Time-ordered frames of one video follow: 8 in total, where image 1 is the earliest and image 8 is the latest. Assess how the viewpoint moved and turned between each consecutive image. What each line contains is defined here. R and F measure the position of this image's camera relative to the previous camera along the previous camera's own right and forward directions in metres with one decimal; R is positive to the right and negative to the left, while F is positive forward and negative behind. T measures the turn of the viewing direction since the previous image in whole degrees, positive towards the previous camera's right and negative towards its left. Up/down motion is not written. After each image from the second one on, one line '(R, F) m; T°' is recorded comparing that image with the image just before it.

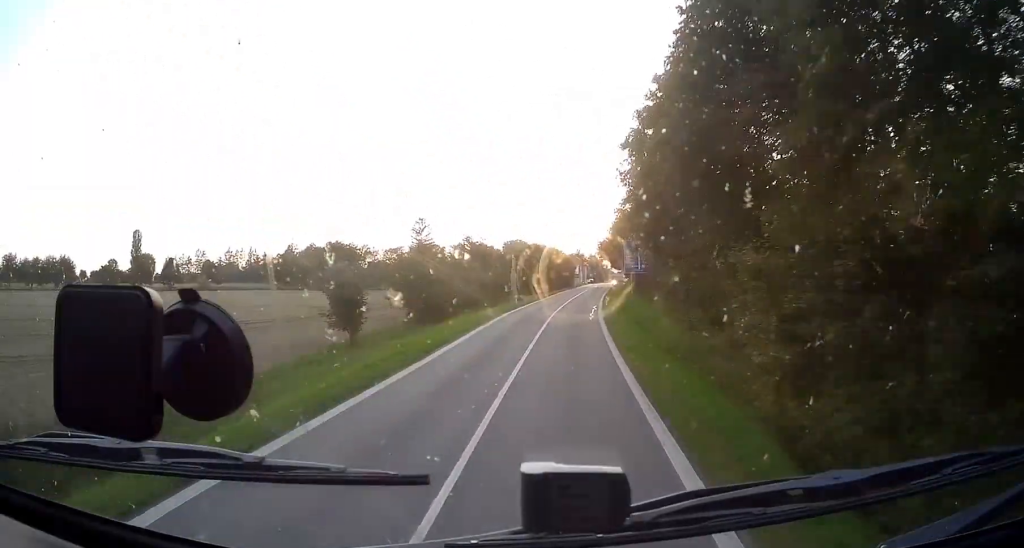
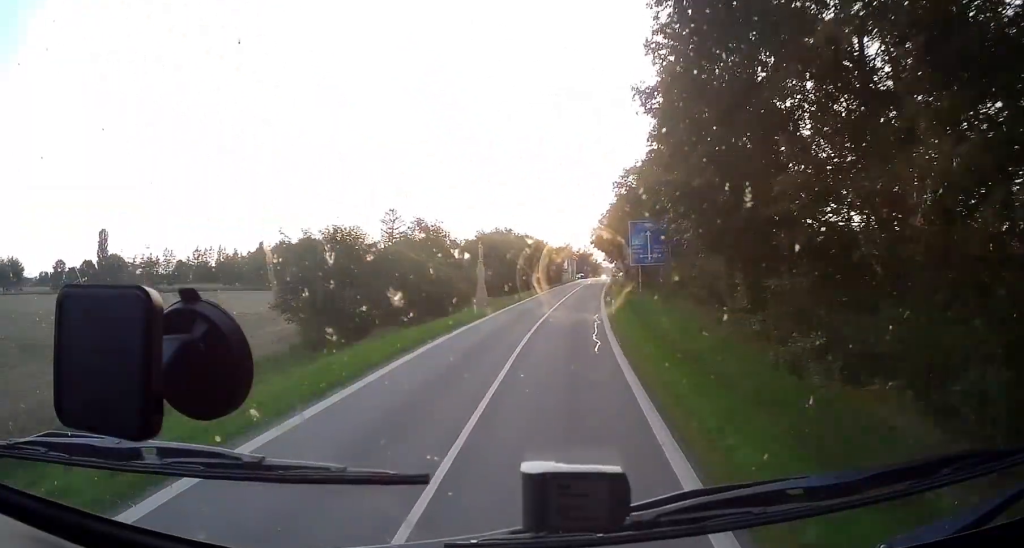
(-1.2, +17.5) m; +1°
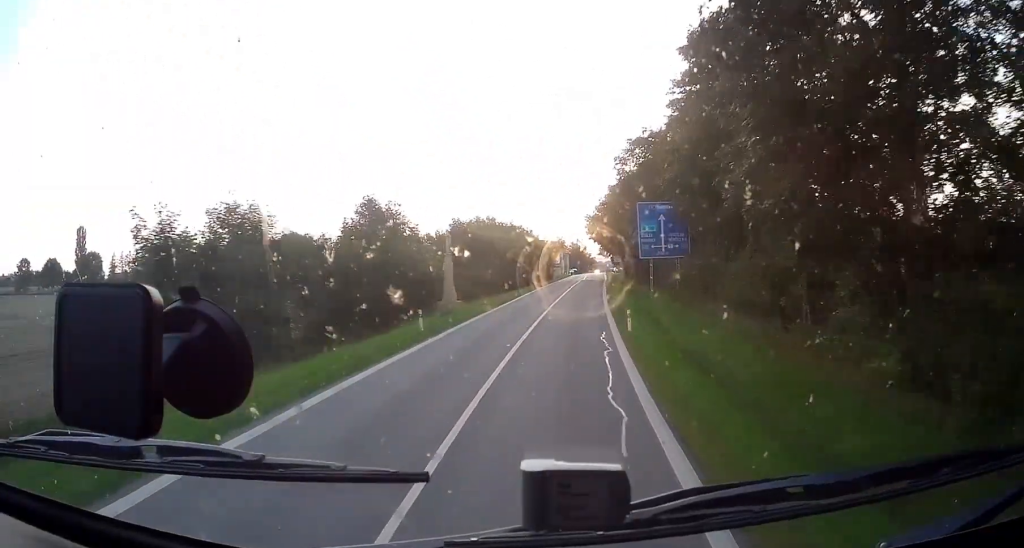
(+0.6, +10.8) m; +1°
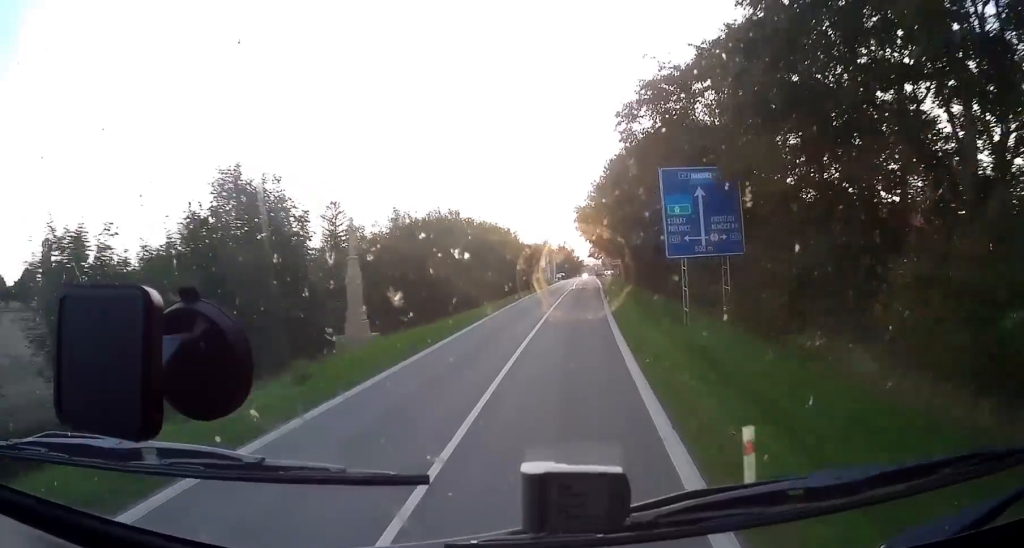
(+0.7, +15.8) m; +2°
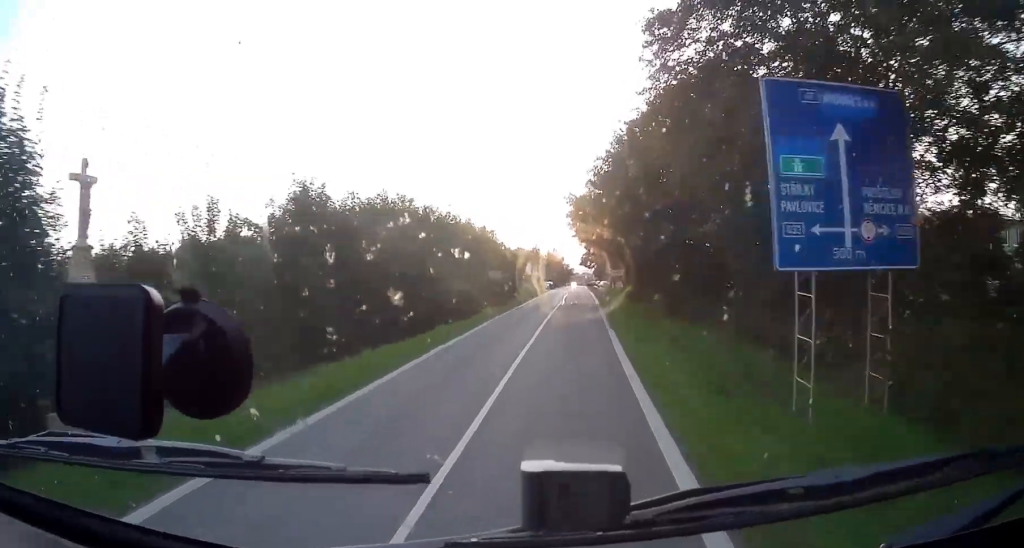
(-0.4, +14.3) m; +1°
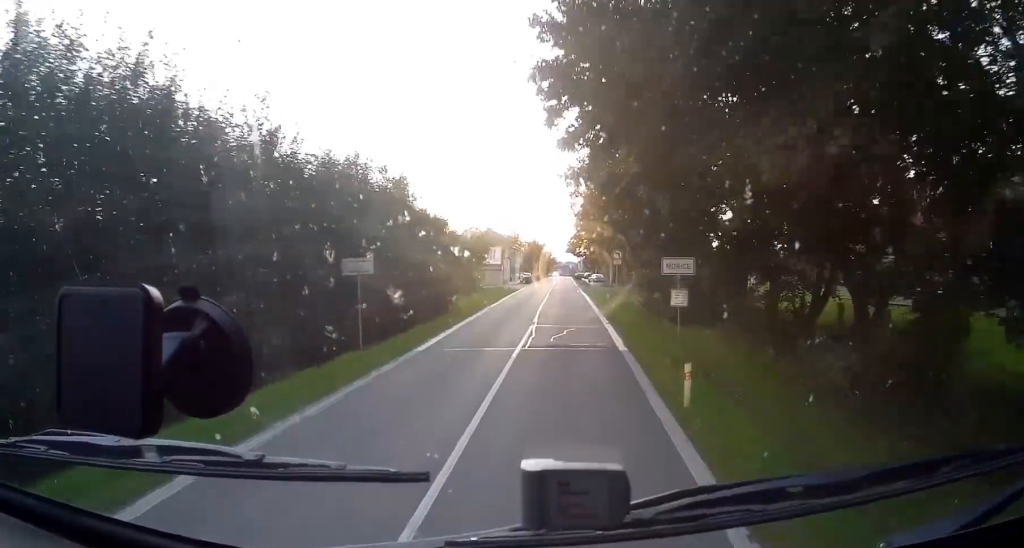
(+1.4, +28.6) m; -1°
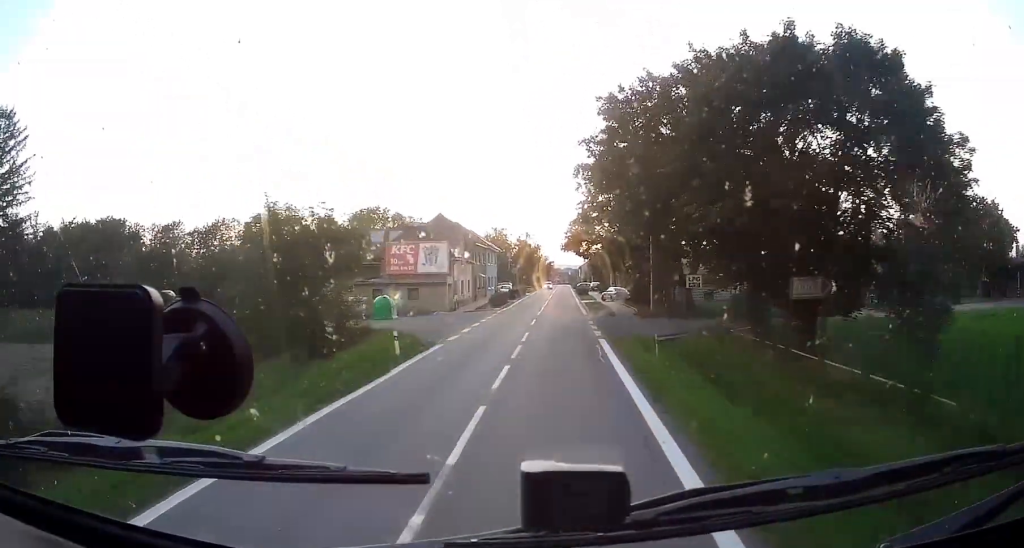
(-2.6, +38.2) m; -5°
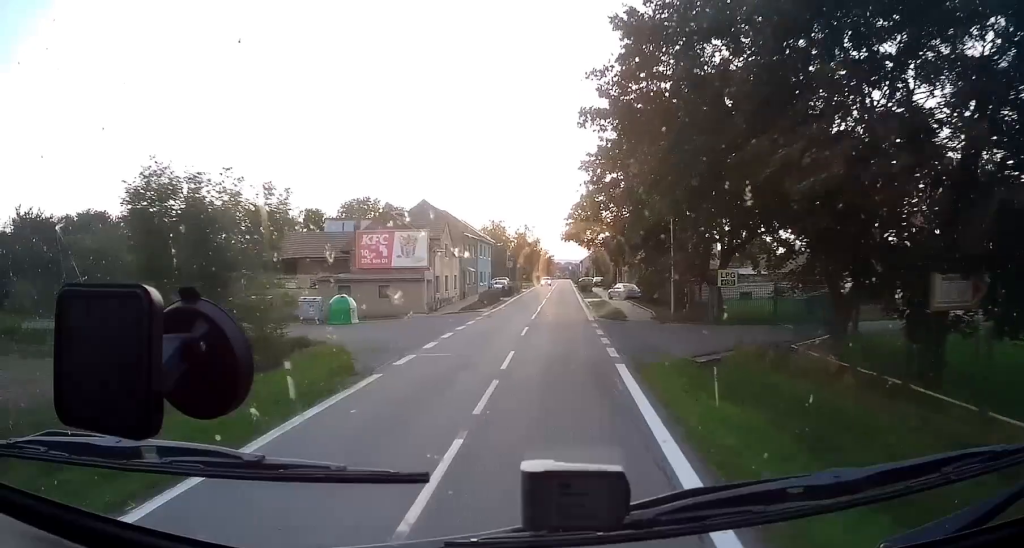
(+0.4, +7.8) m; -3°
